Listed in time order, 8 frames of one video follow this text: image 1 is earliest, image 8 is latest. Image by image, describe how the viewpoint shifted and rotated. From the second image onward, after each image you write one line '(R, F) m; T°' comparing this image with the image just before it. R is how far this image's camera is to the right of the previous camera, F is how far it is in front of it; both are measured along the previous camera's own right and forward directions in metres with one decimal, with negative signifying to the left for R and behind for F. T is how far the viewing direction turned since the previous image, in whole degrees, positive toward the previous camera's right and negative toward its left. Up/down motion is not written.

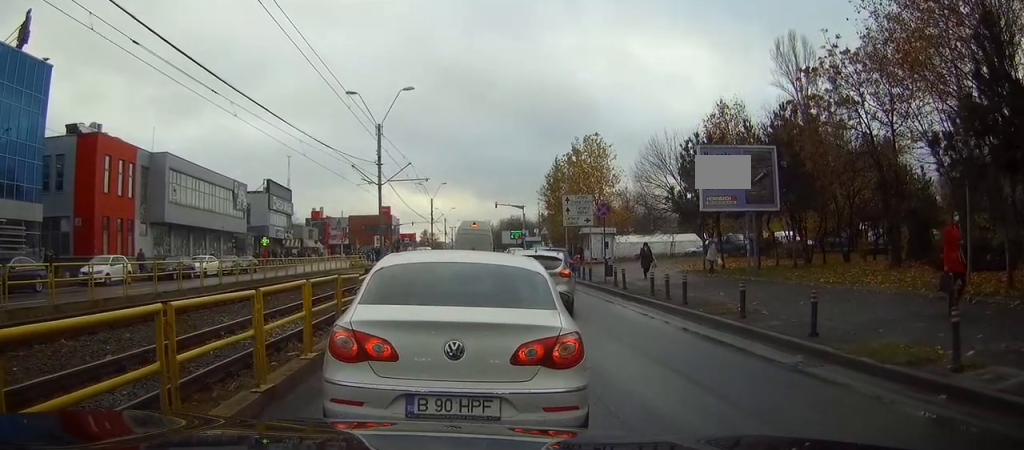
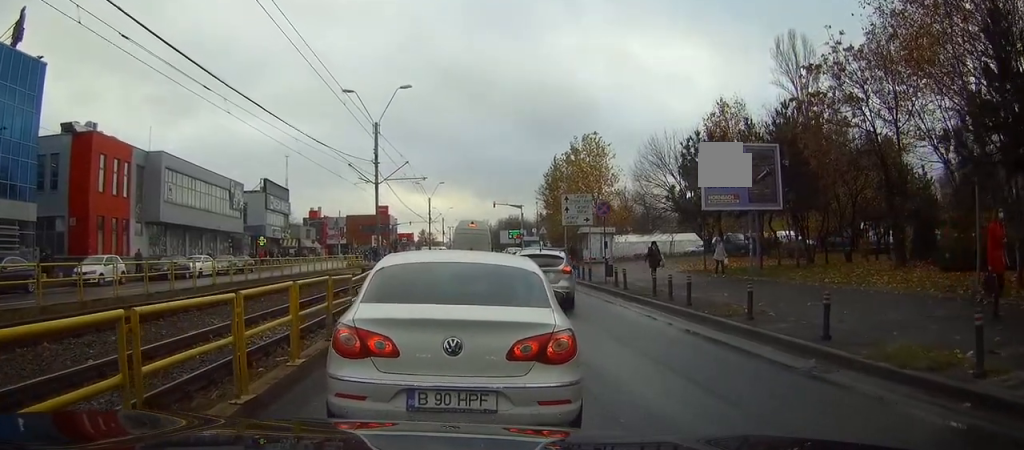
(0.0, +0.5) m; 0°
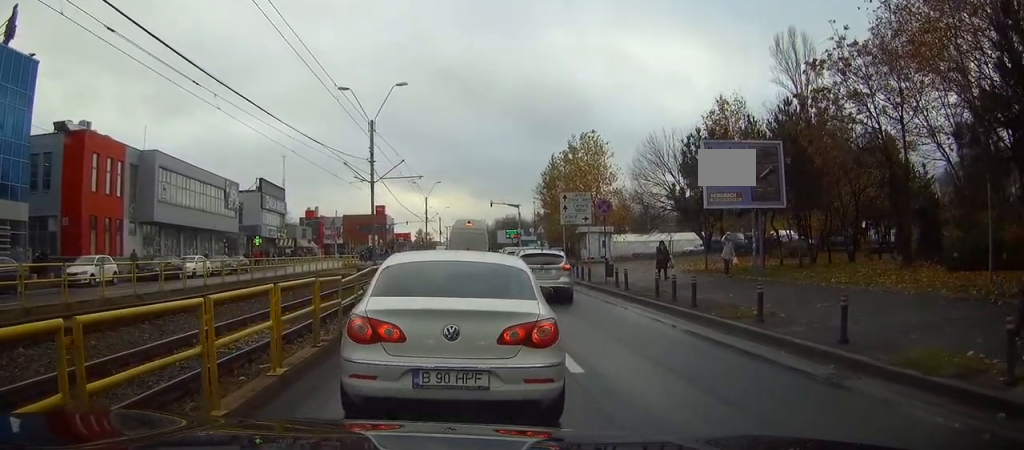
(0.0, +0.5) m; 0°
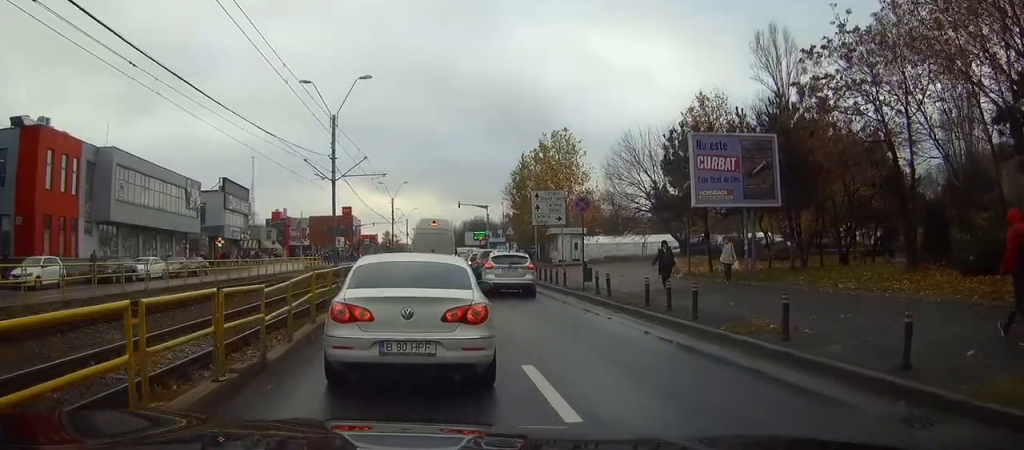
(-0.1, +1.8) m; +2°
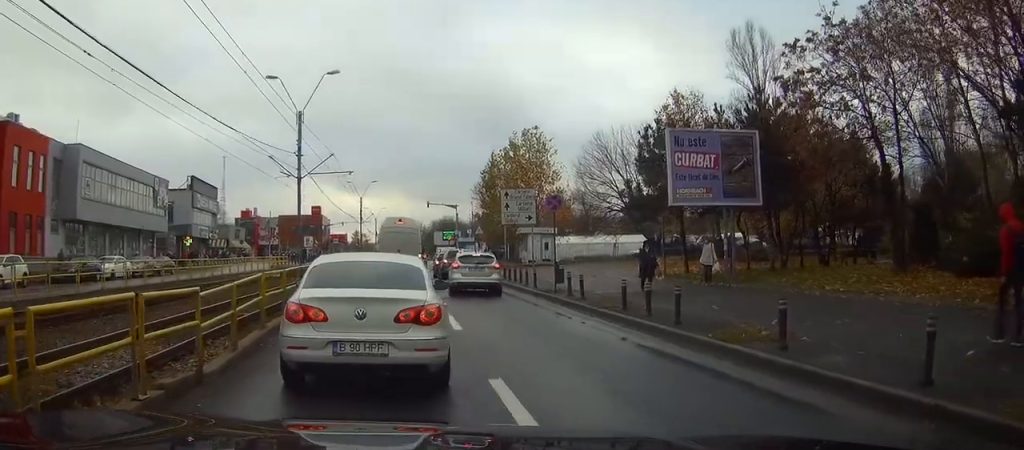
(0.0, +0.9) m; +4°
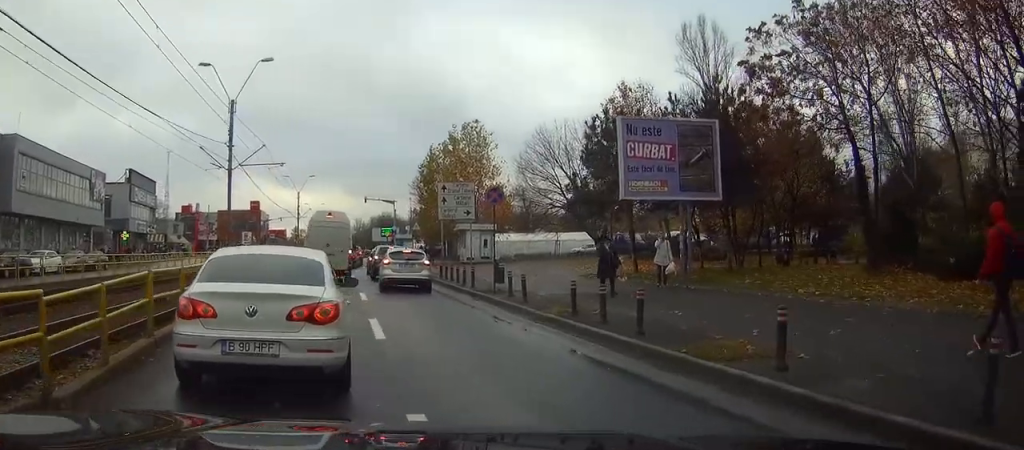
(0.0, +1.5) m; +5°
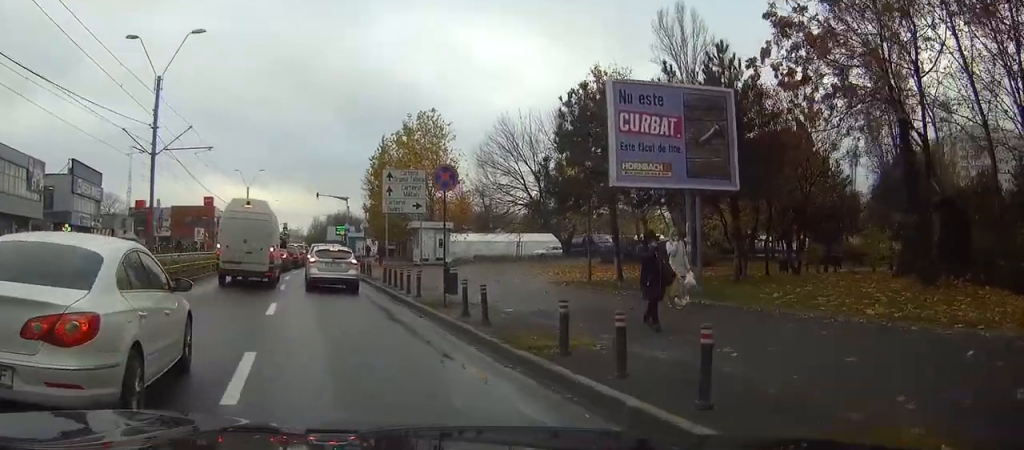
(+0.4, +4.9) m; +3°
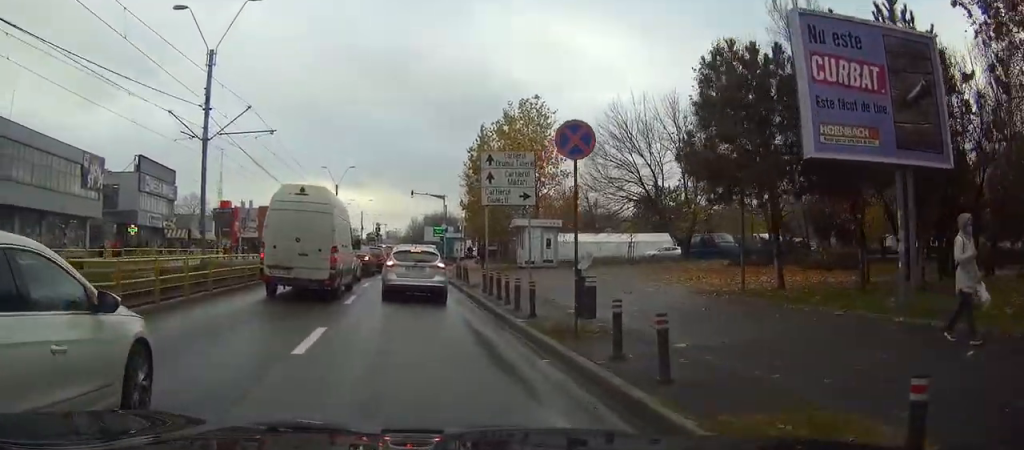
(-0.2, +5.4) m; -8°
